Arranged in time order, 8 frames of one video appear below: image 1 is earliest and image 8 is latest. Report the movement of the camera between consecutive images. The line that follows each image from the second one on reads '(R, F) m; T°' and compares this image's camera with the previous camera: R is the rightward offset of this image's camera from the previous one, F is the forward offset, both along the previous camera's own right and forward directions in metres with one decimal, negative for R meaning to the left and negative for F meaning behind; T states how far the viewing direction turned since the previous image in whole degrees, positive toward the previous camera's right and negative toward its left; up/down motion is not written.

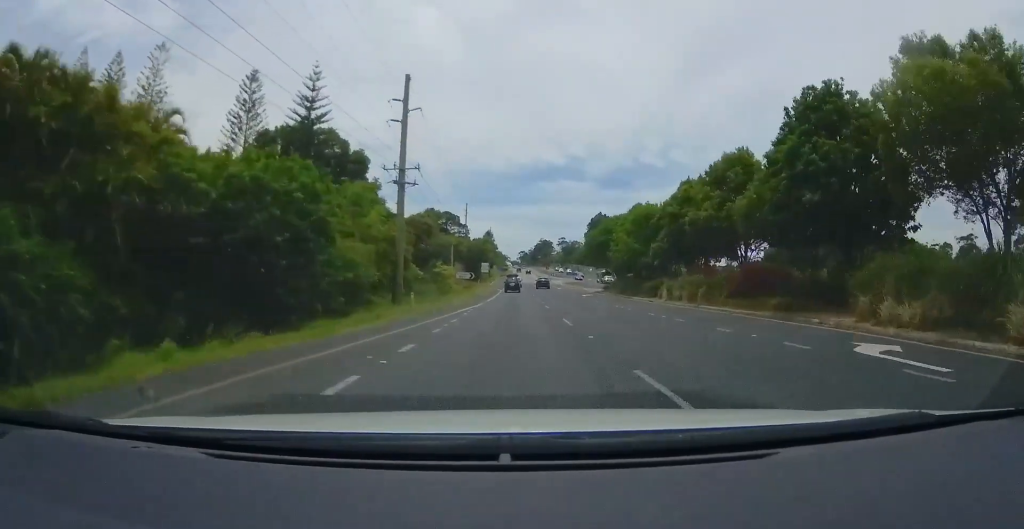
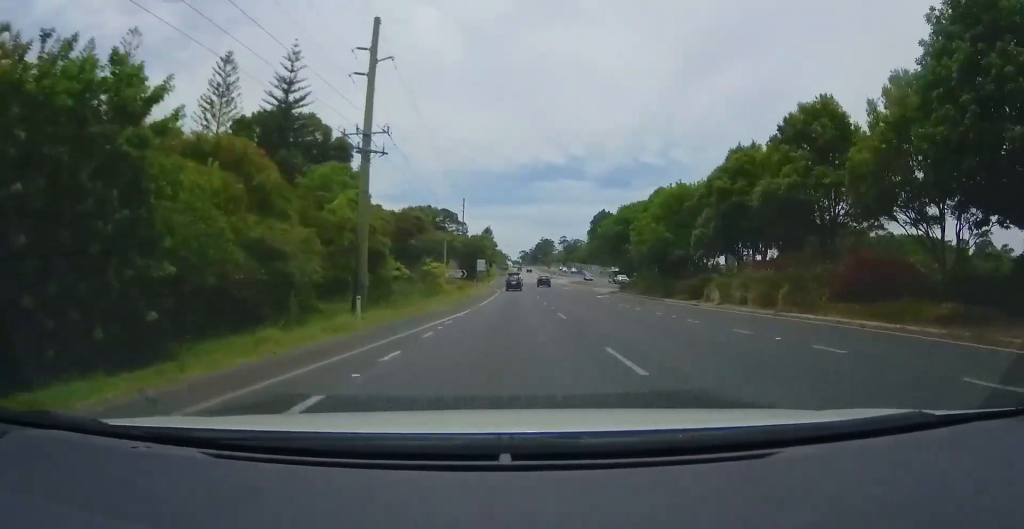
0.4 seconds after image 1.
(-0.1, +9.3) m; 0°
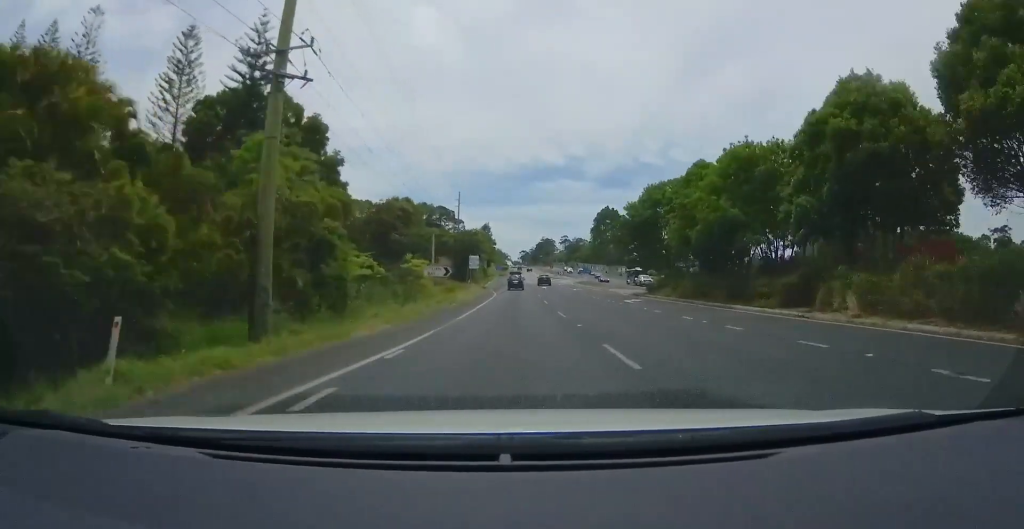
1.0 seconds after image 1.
(0.0, +11.0) m; 0°
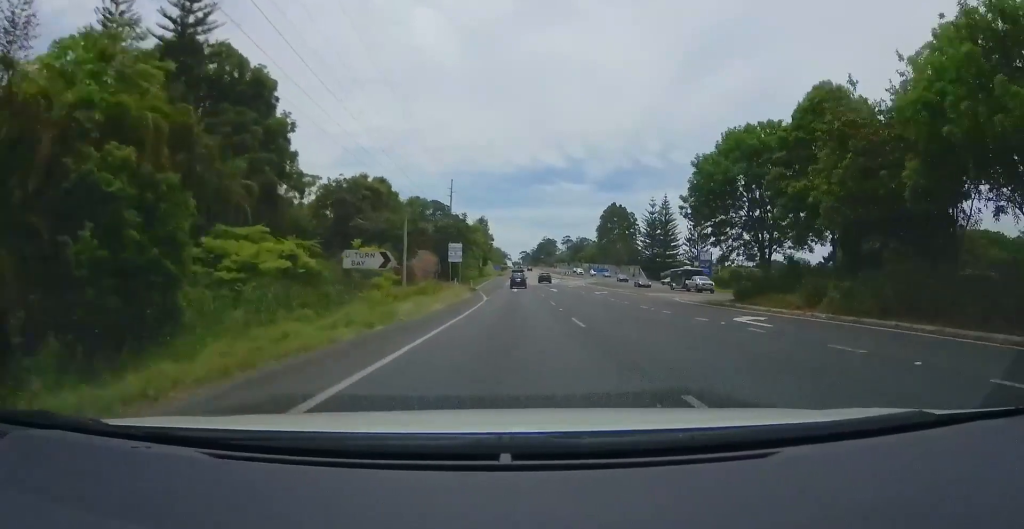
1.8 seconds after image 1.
(+0.1, +16.9) m; +1°
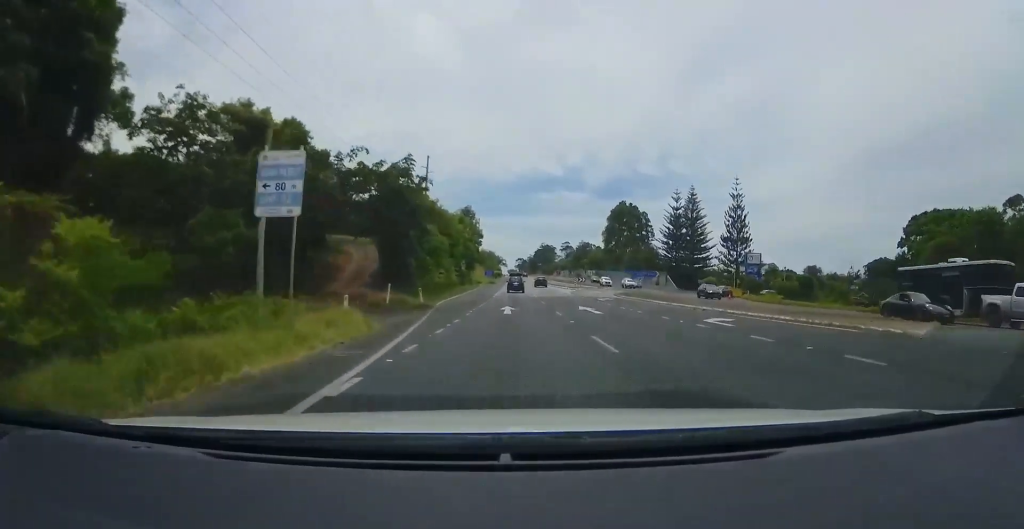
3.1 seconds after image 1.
(+0.1, +28.6) m; +1°
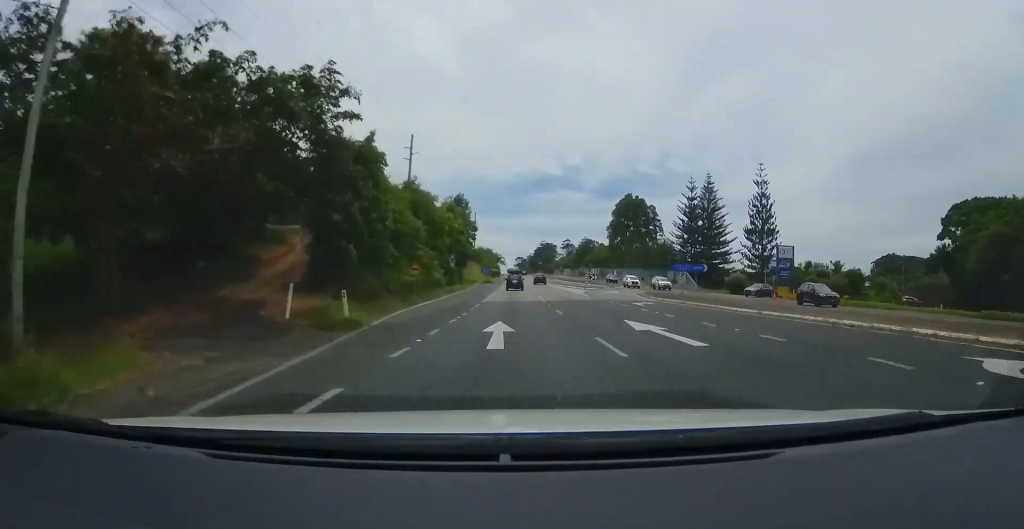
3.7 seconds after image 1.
(-0.2, +12.6) m; +1°
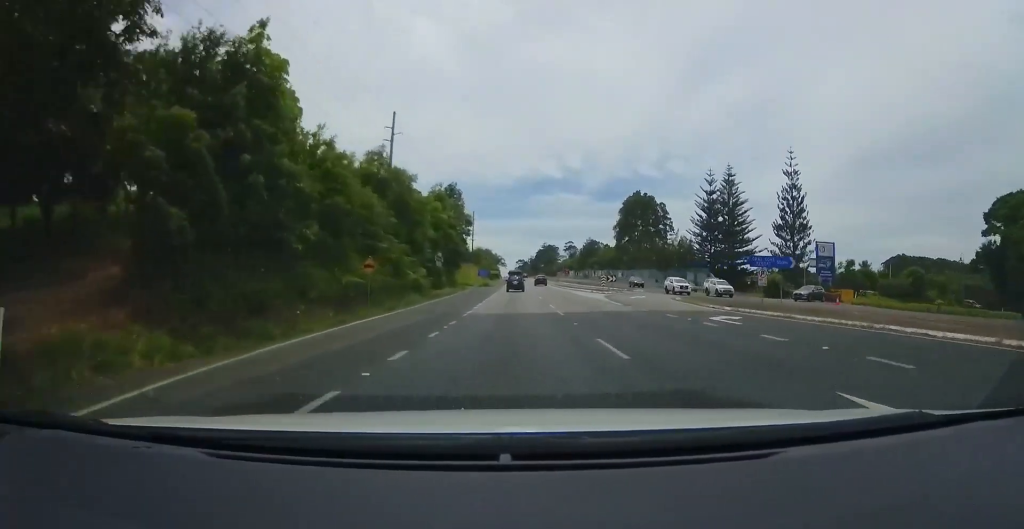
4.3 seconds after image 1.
(+0.4, +11.7) m; 0°
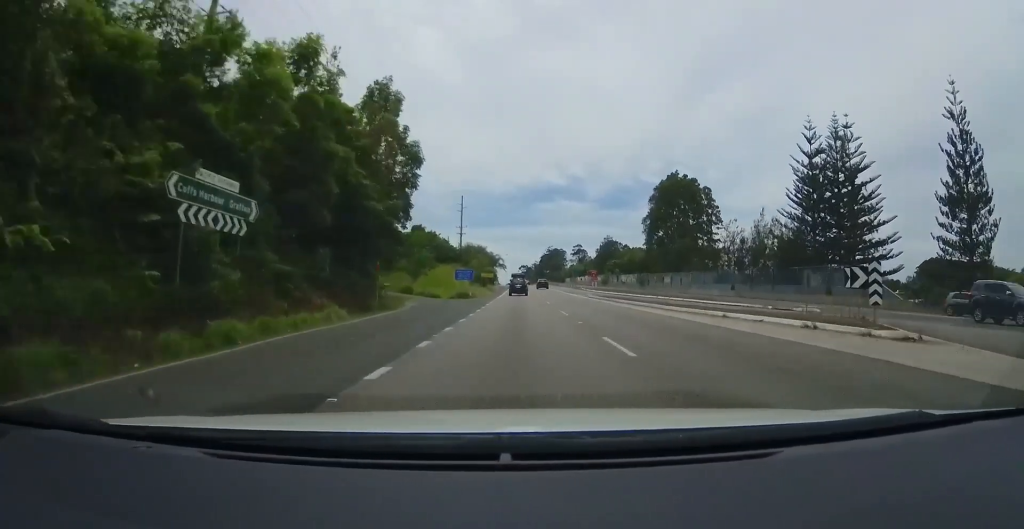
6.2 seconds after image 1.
(-0.8, +40.0) m; -2°
